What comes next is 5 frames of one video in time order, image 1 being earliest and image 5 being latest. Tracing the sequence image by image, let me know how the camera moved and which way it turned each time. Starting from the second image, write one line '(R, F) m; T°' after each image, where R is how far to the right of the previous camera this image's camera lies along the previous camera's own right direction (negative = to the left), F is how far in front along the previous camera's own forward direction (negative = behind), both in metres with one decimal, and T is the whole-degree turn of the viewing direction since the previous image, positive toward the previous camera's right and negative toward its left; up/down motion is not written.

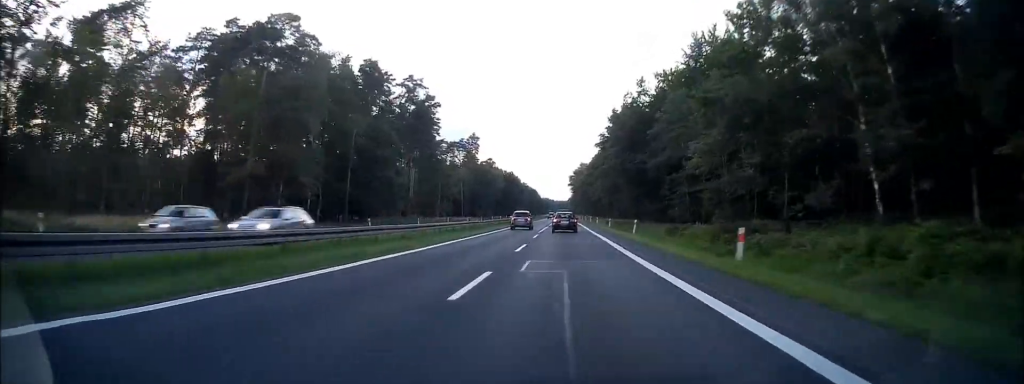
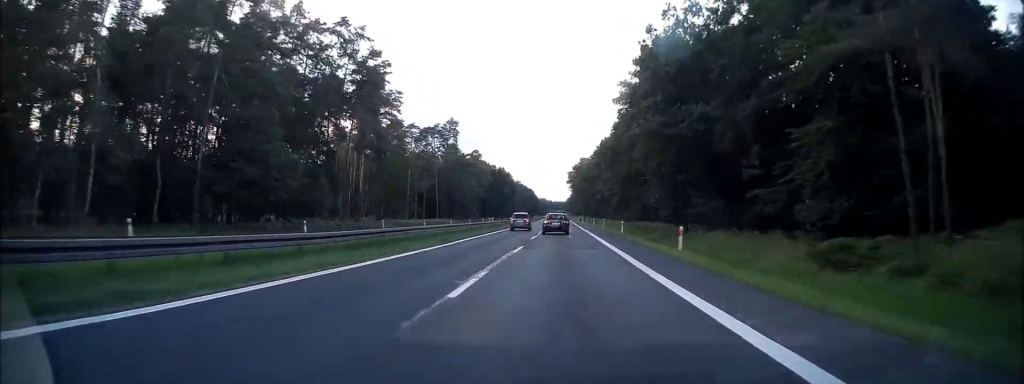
(0.0, +34.9) m; 0°
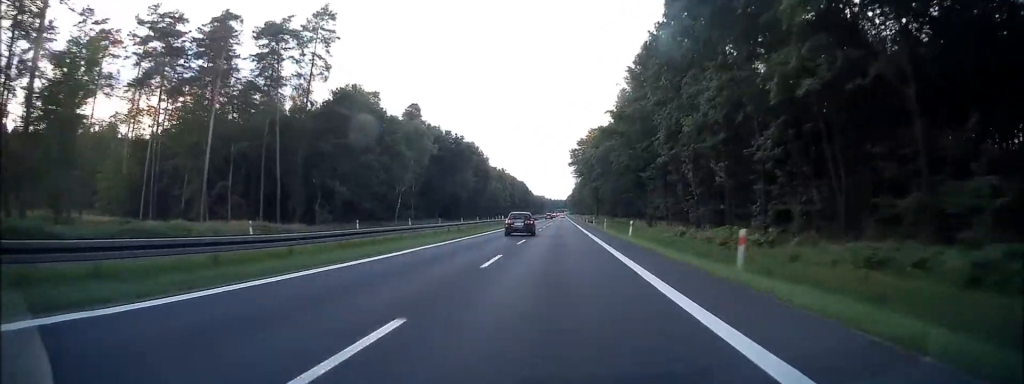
(+0.1, +88.1) m; 0°
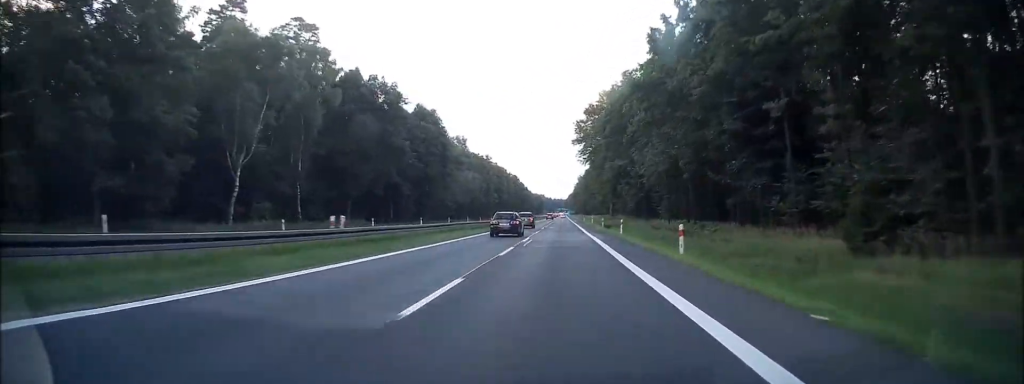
(-0.1, +54.2) m; 0°
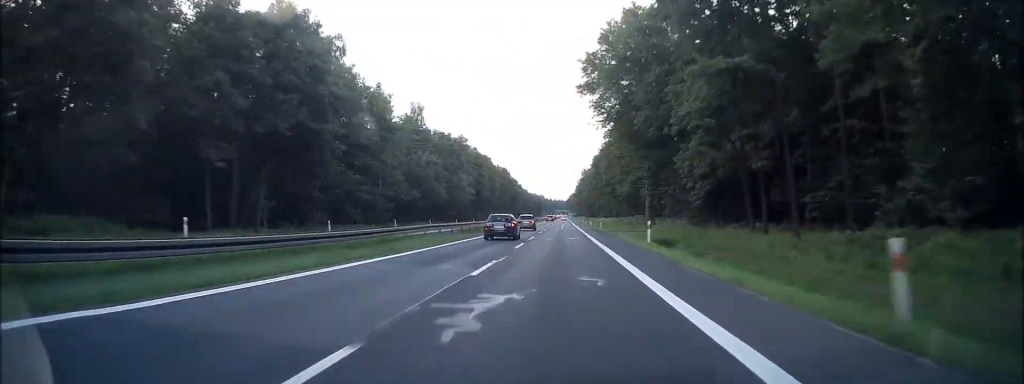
(+0.1, +52.9) m; 0°
